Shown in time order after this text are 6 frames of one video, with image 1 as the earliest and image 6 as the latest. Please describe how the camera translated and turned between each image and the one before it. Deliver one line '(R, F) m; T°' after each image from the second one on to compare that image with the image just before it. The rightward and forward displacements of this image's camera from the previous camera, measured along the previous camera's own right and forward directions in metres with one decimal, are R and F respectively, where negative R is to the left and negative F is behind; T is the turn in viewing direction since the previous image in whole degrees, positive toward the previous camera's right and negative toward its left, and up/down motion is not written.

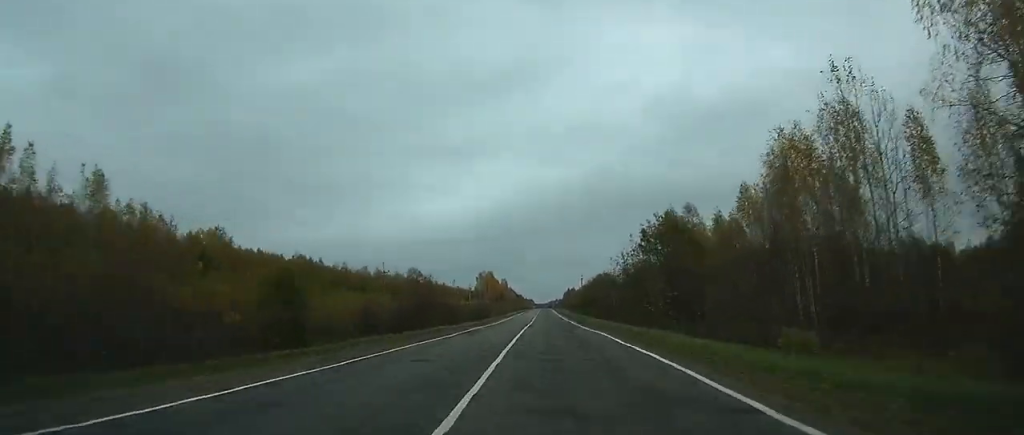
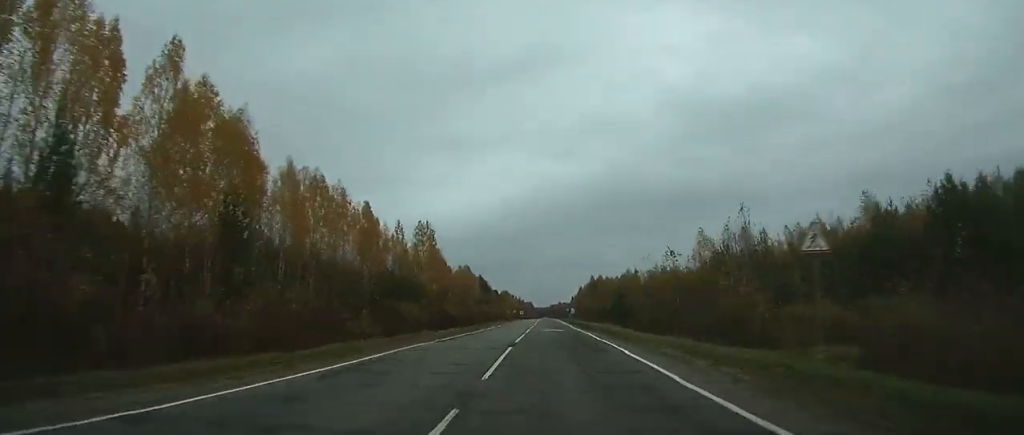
(+0.3, +238.7) m; 0°
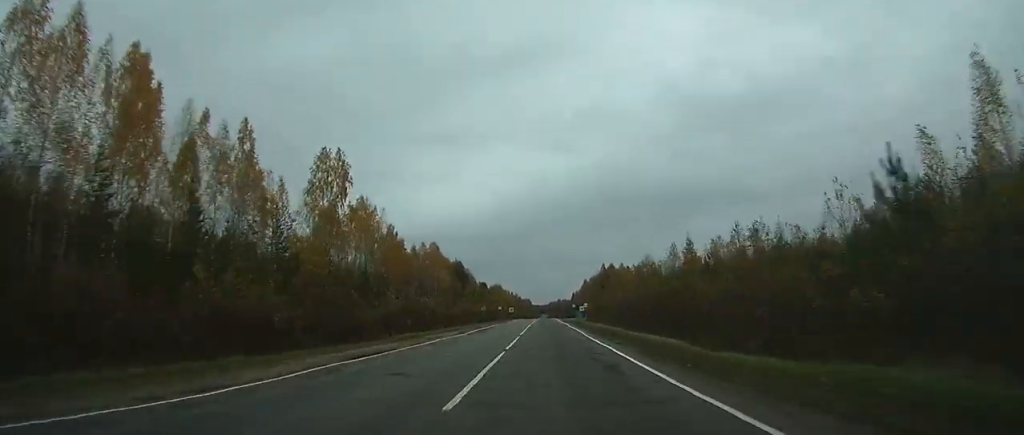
(+0.1, +48.1) m; 0°
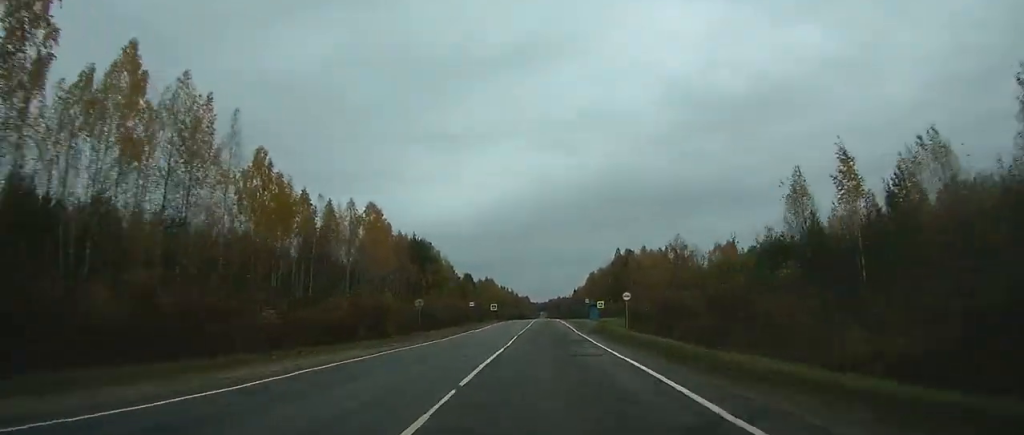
(0.0, +45.4) m; 0°
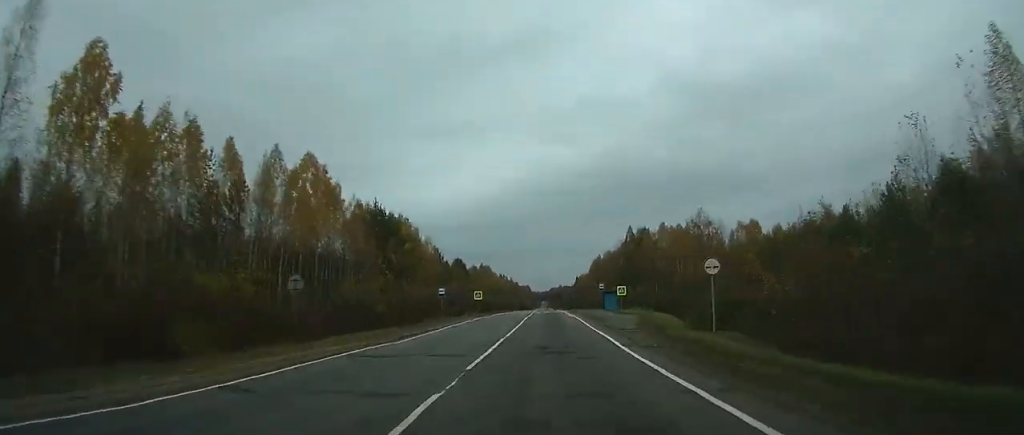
(0.0, +23.4) m; 0°
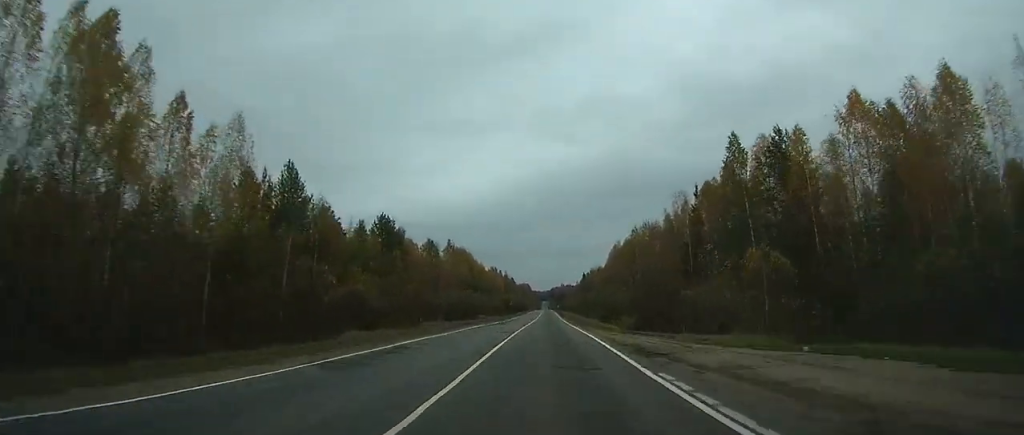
(-0.1, +81.0) m; 0°
